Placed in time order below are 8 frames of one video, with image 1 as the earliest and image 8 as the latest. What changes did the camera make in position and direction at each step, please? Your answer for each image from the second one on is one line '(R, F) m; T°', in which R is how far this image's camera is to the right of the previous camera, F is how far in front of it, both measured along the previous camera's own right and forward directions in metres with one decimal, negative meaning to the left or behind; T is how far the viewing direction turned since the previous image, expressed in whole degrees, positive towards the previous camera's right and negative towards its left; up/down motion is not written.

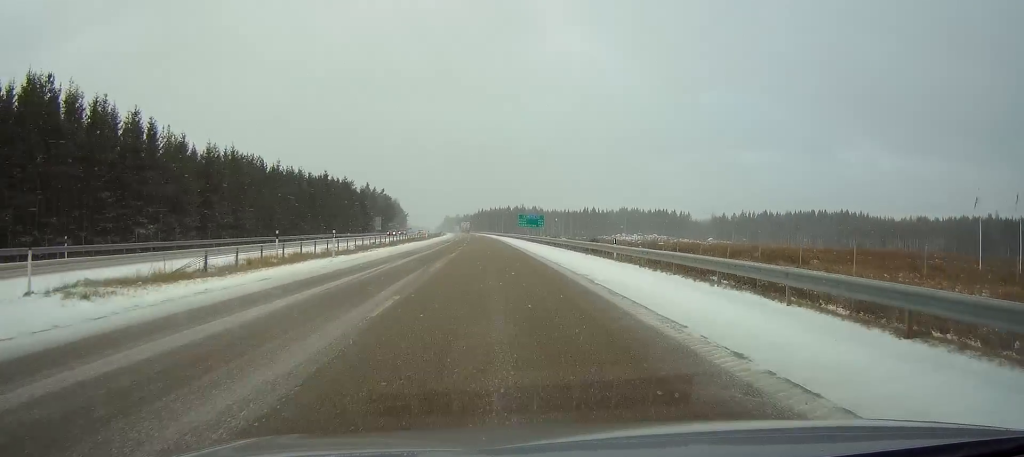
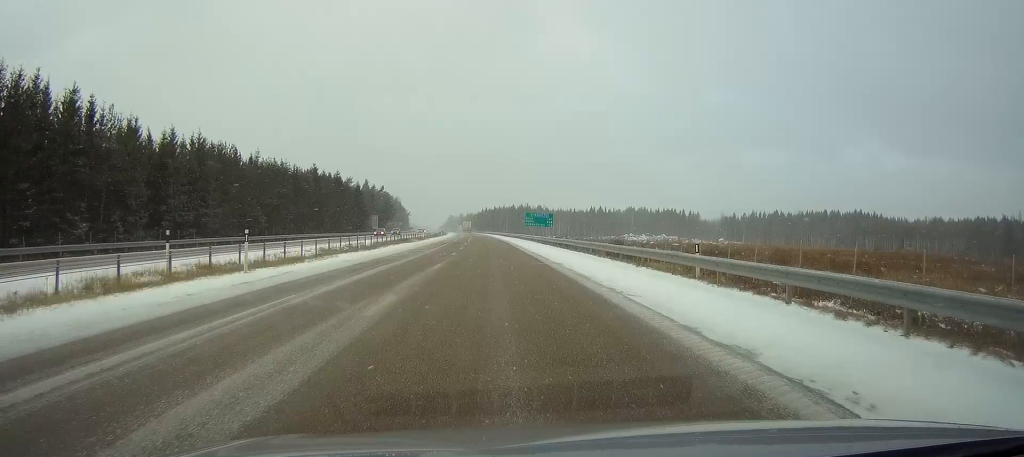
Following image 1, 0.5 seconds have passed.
(0.0, +11.8) m; 0°
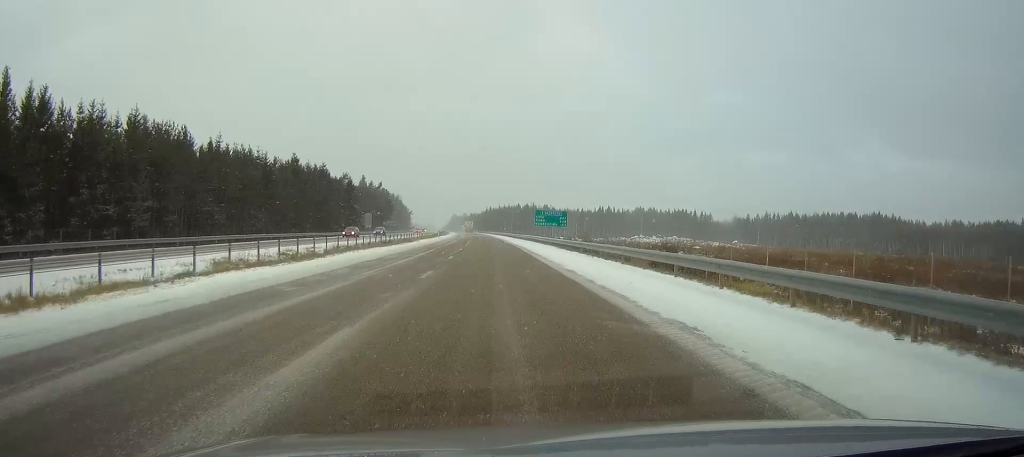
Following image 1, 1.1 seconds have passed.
(-0.1, +16.1) m; 0°
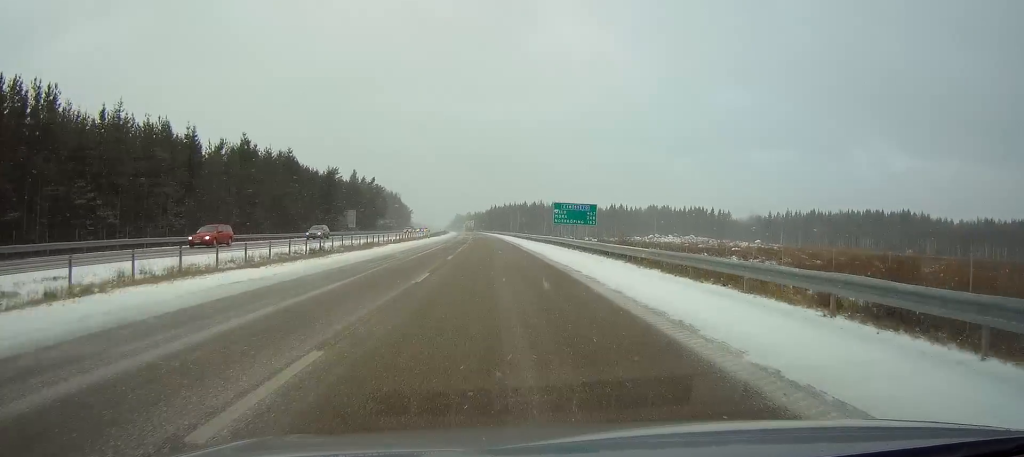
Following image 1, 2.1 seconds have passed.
(-0.1, +25.3) m; 0°
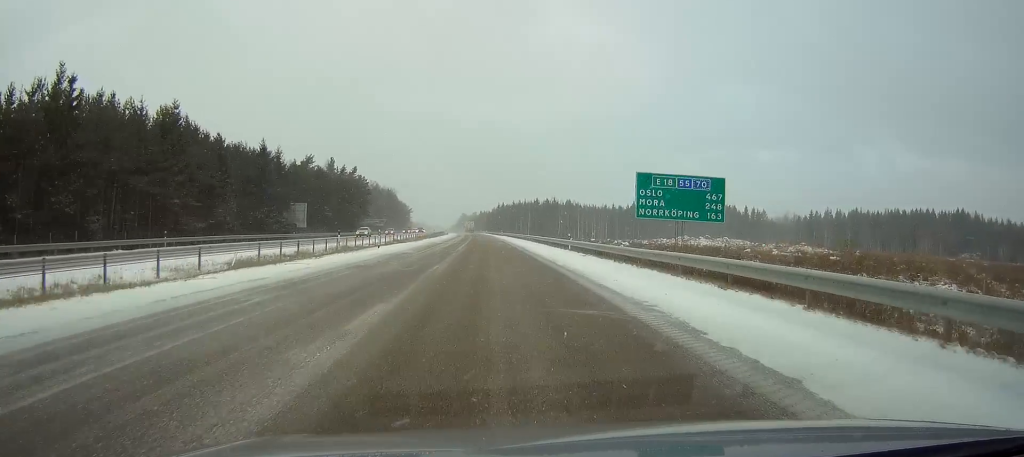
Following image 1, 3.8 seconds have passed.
(-0.1, +43.0) m; -1°
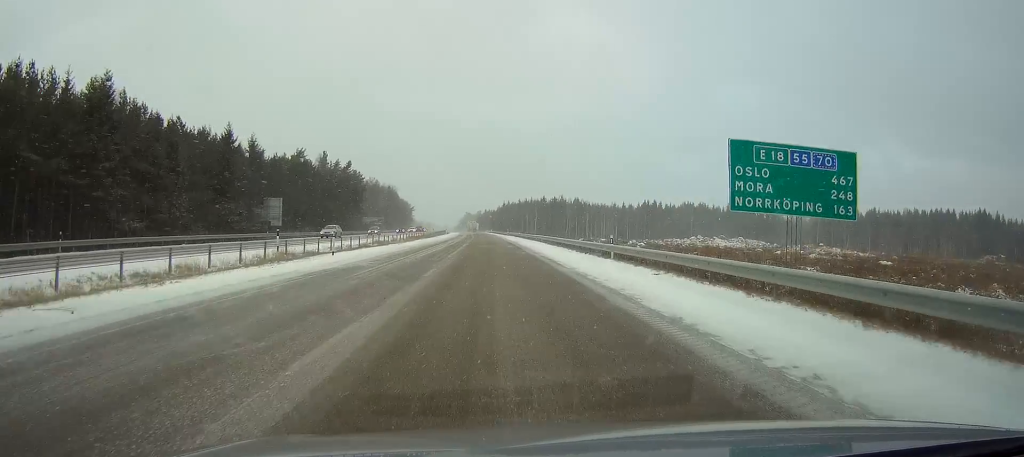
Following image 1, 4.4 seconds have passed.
(-0.1, +14.3) m; 0°
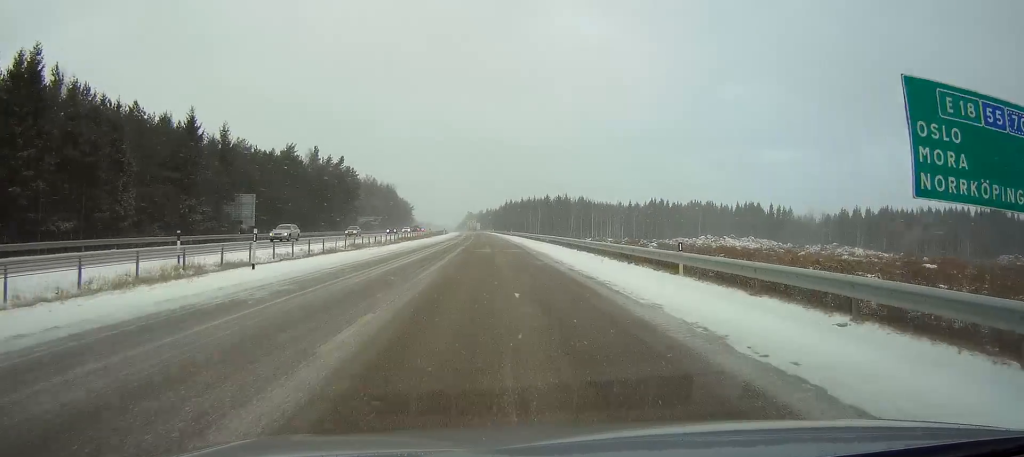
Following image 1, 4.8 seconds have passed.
(0.0, +11.0) m; 0°
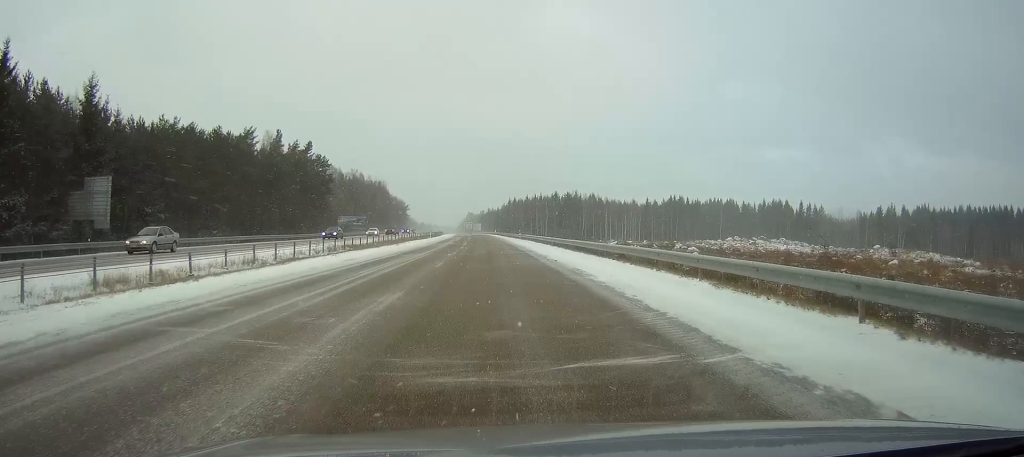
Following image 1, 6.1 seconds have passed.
(-0.2, +32.0) m; 0°
